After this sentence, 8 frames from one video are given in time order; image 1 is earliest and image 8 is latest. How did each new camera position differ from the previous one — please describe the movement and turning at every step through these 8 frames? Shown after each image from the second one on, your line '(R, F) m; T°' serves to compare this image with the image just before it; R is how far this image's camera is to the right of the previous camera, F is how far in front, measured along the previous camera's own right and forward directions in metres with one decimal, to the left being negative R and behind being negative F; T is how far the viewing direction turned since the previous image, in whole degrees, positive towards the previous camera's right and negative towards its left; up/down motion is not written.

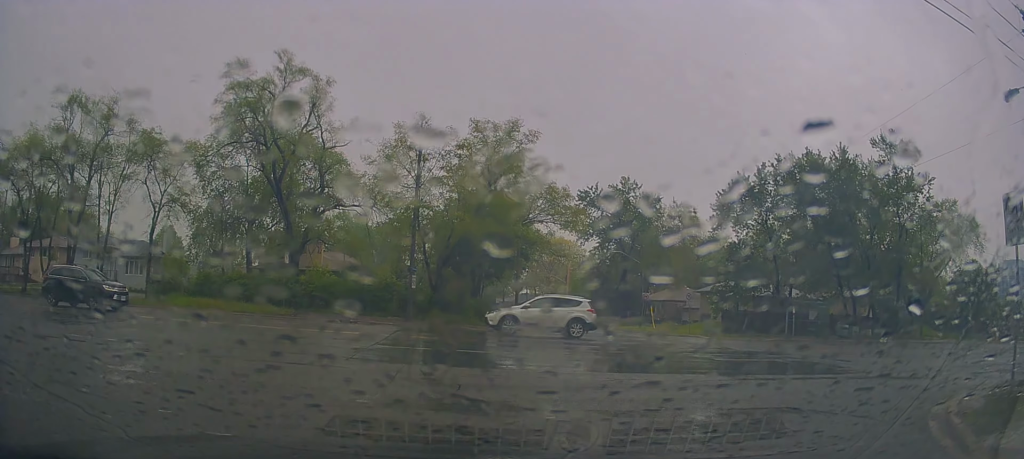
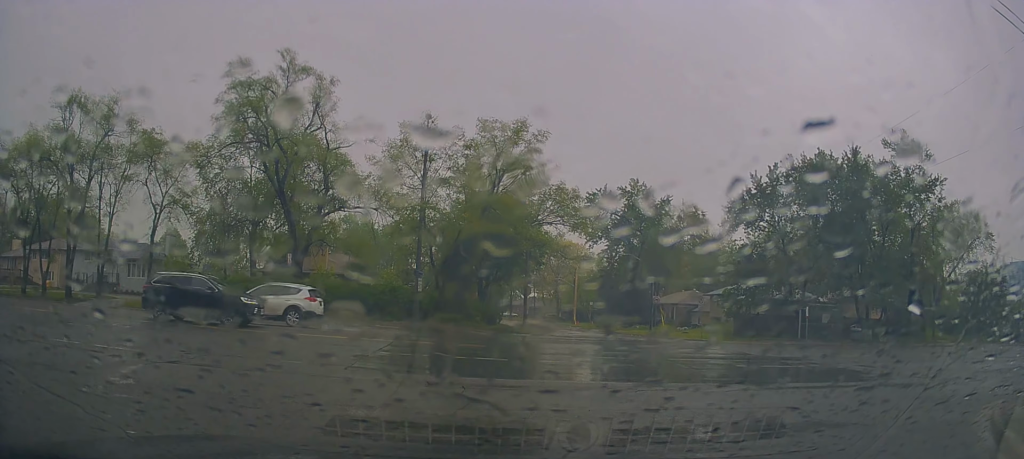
(0.0, +1.4) m; -4°
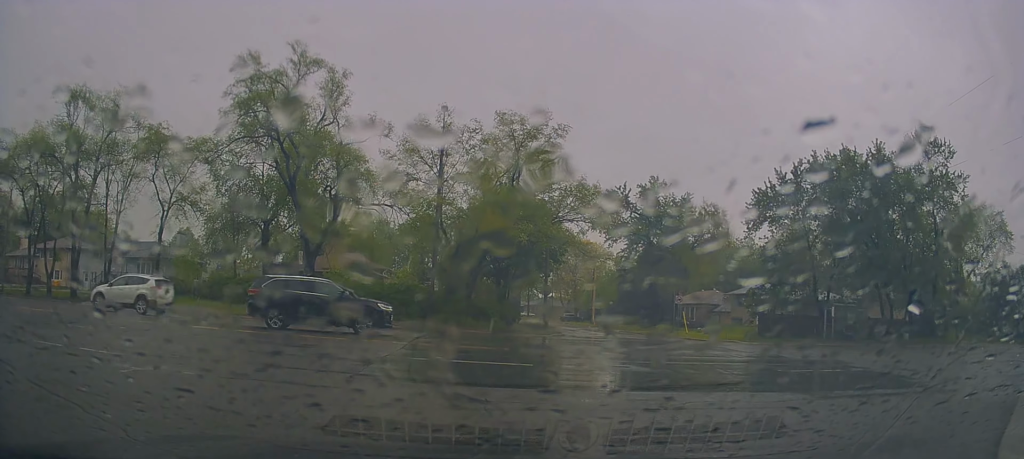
(-0.1, +1.3) m; -5°
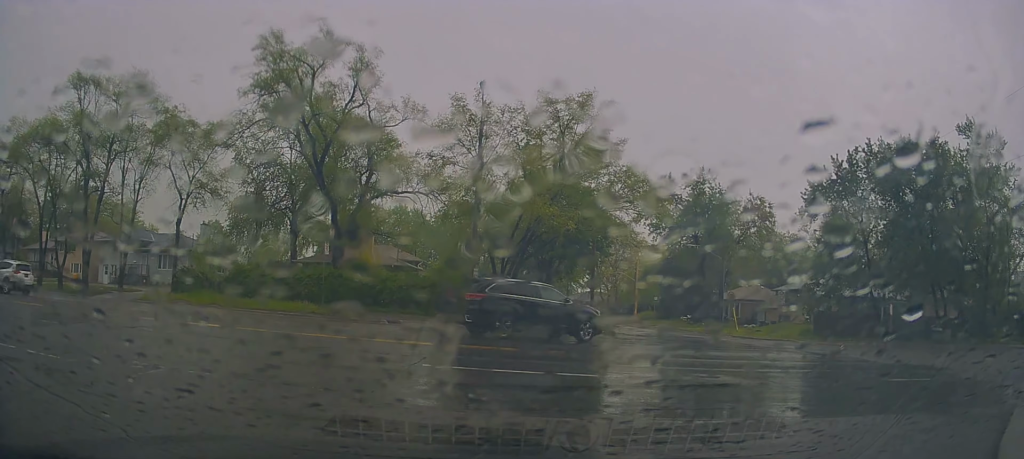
(0.0, +2.9) m; -6°
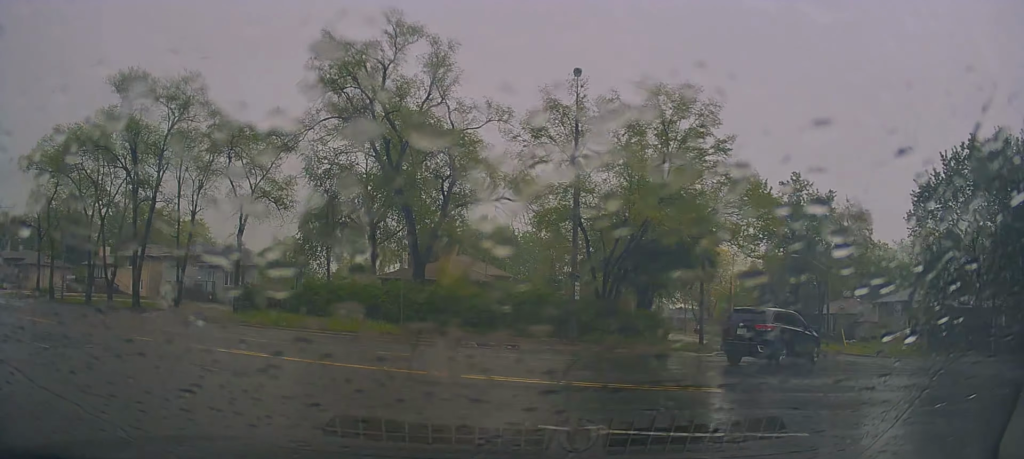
(-0.3, +3.7) m; -12°
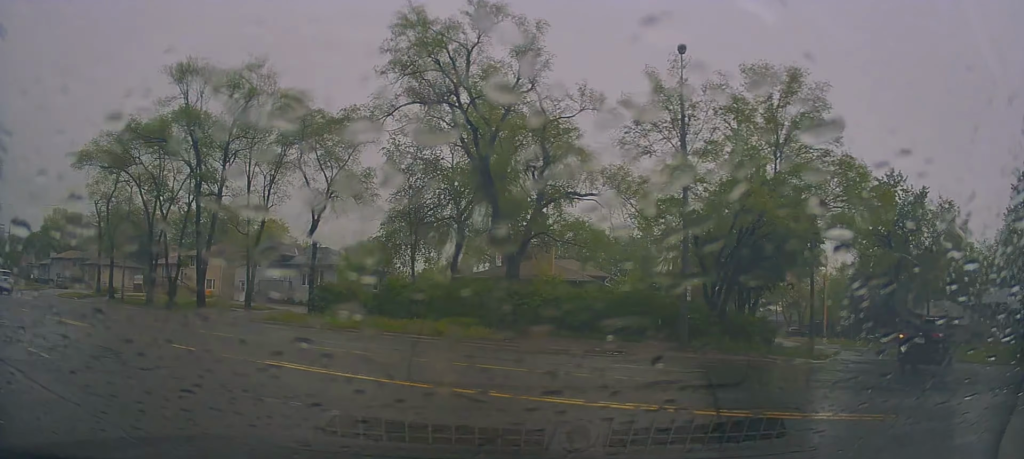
(-0.2, +2.7) m; -10°
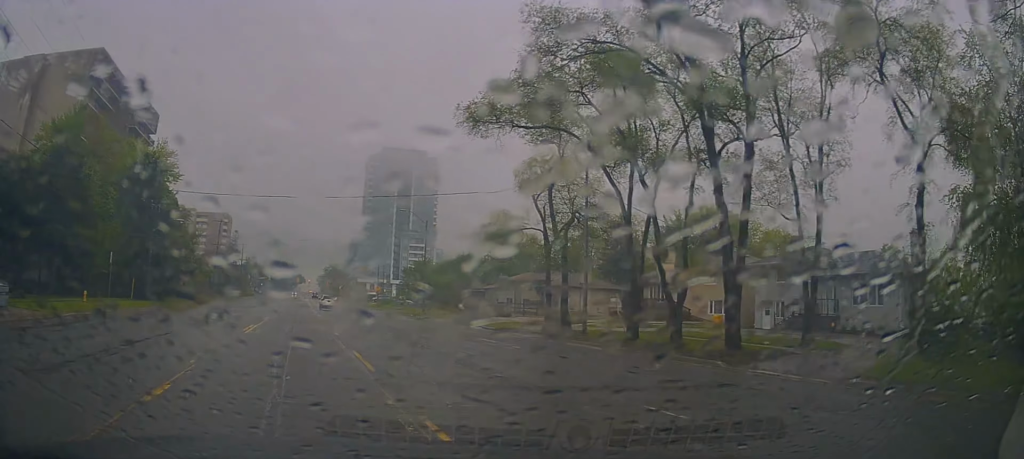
(-8.0, +14.5) m; -48°
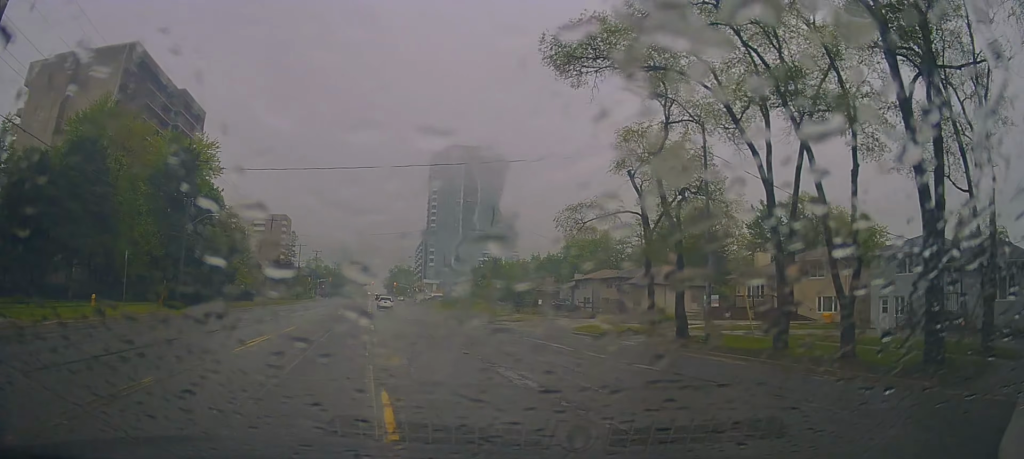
(-0.5, +6.9) m; -3°
